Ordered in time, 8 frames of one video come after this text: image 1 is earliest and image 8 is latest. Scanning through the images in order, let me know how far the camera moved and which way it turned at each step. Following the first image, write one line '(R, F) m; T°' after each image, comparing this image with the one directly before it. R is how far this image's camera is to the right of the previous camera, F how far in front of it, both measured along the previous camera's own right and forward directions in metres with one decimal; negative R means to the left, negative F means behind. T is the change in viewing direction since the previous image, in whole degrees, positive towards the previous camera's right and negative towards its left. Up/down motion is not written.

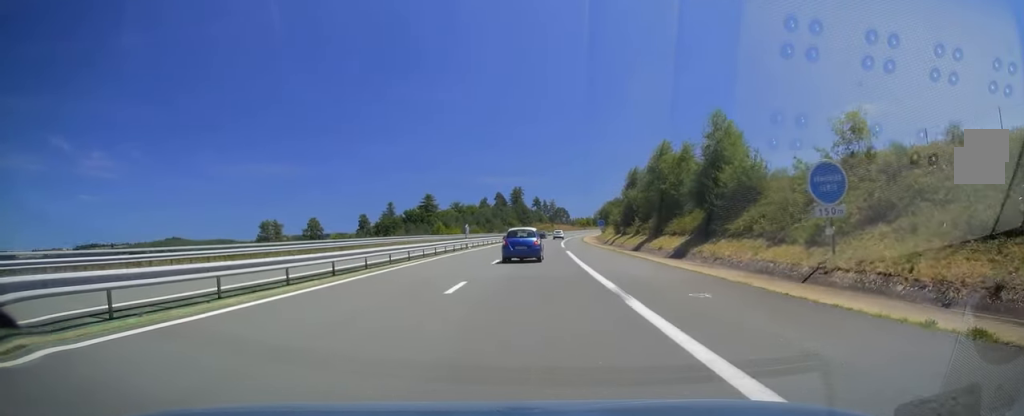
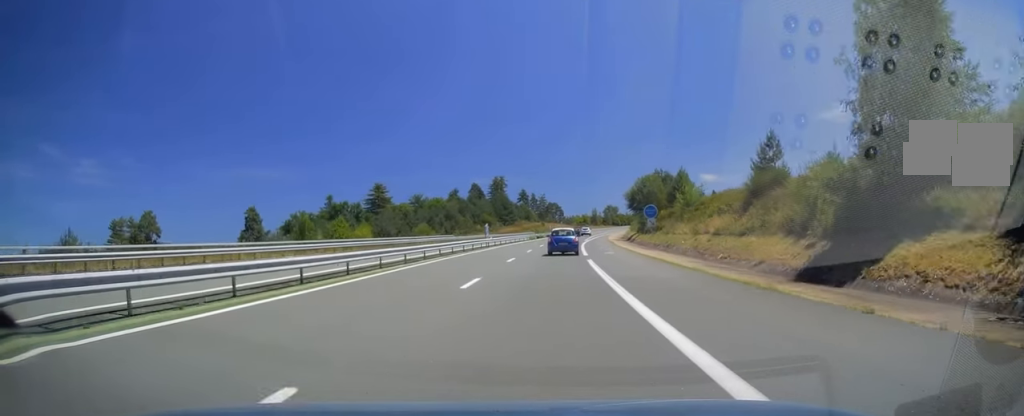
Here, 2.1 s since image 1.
(0.0, +63.3) m; 0°
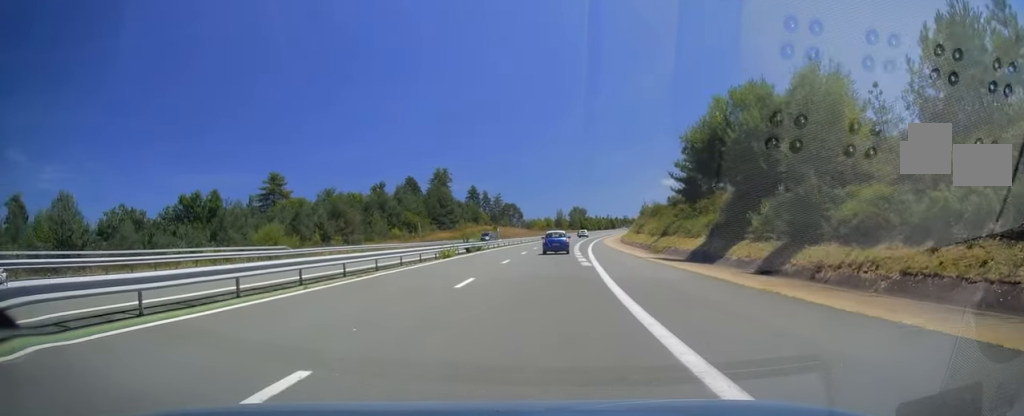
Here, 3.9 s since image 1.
(+0.6, +51.1) m; +3°
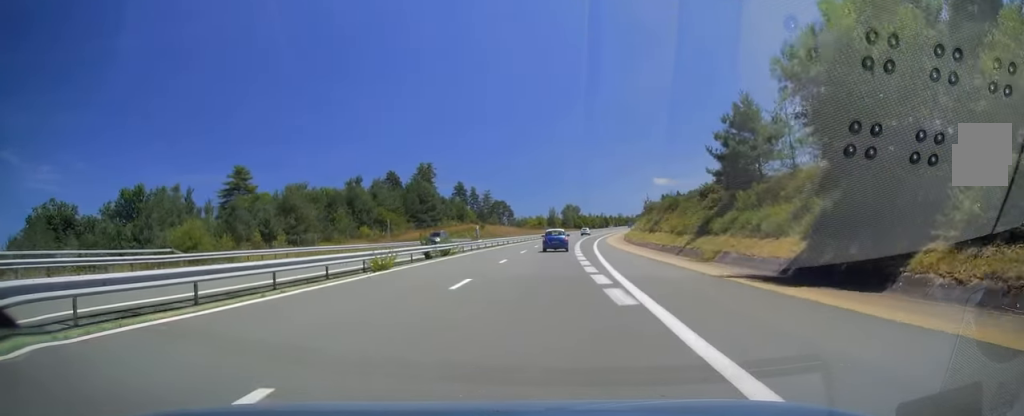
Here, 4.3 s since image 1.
(0.0, +13.8) m; +1°
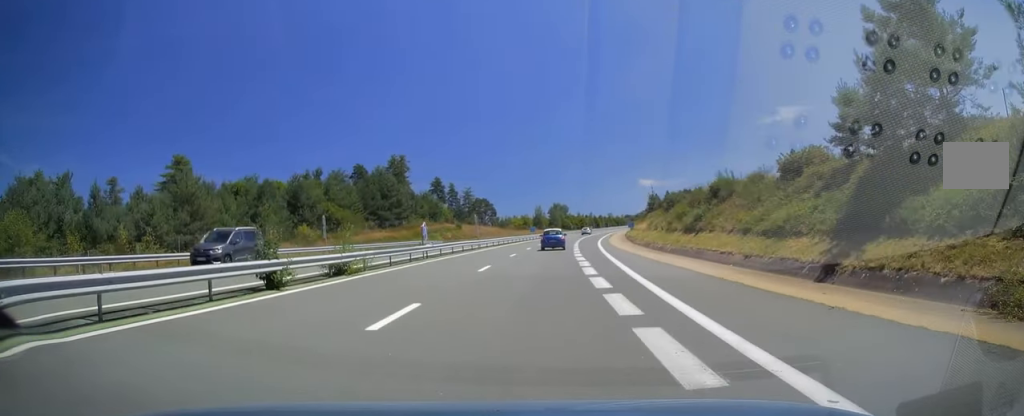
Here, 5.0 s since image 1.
(+0.5, +19.2) m; +1°
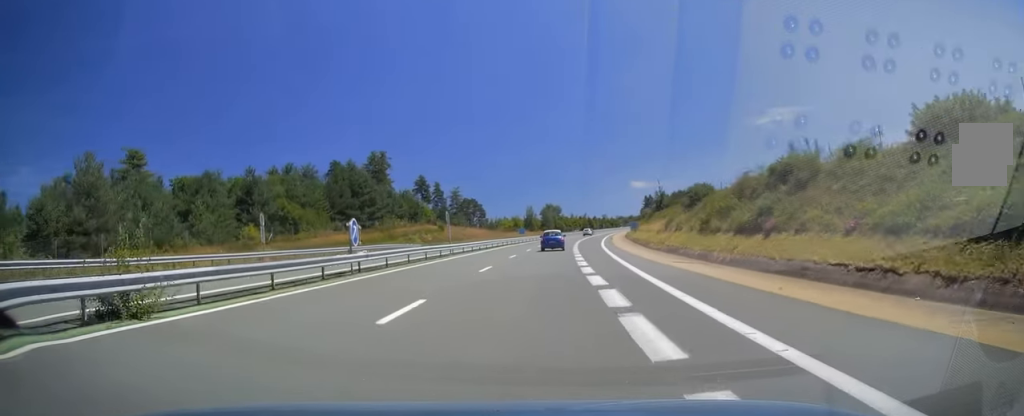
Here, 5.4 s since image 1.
(+0.1, +12.3) m; +1°
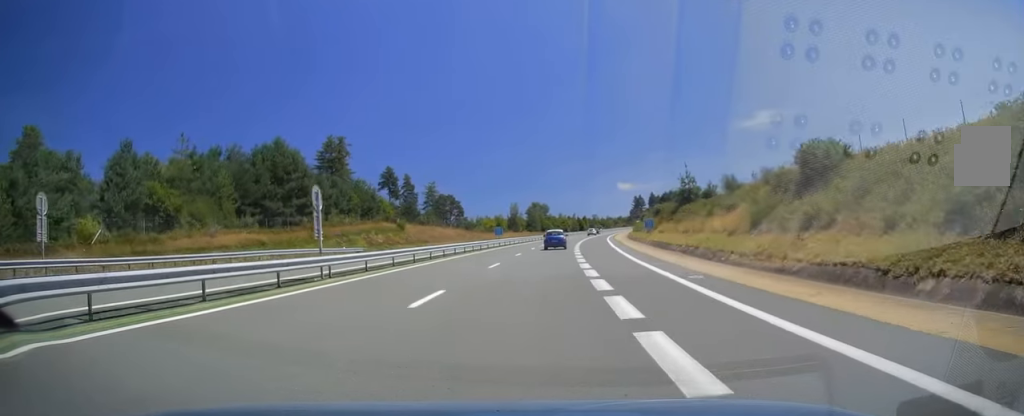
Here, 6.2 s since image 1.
(-0.1, +23.6) m; +1°
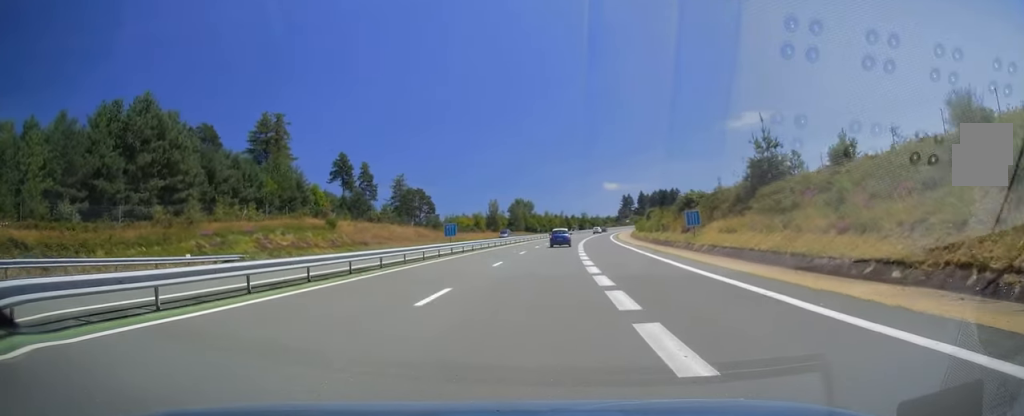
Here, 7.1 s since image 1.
(+0.4, +26.0) m; +2°
